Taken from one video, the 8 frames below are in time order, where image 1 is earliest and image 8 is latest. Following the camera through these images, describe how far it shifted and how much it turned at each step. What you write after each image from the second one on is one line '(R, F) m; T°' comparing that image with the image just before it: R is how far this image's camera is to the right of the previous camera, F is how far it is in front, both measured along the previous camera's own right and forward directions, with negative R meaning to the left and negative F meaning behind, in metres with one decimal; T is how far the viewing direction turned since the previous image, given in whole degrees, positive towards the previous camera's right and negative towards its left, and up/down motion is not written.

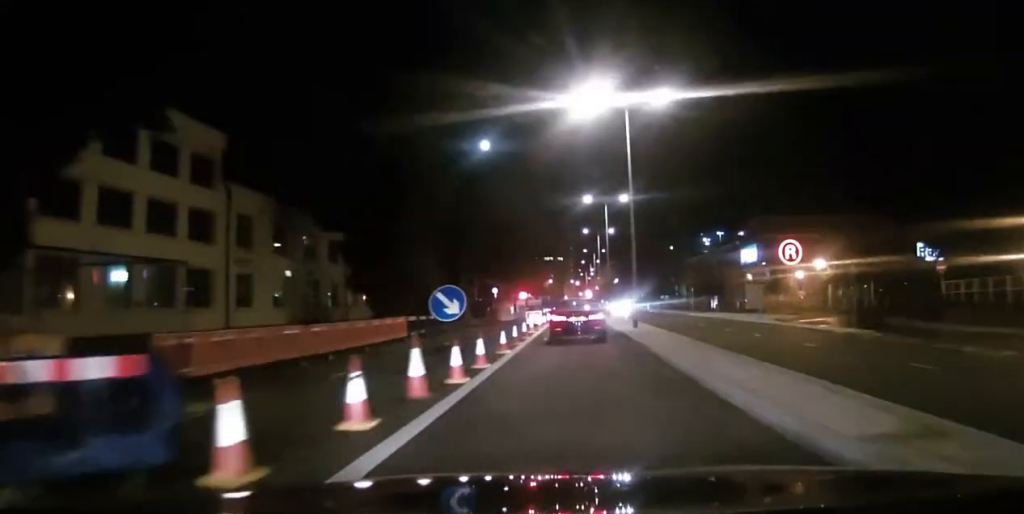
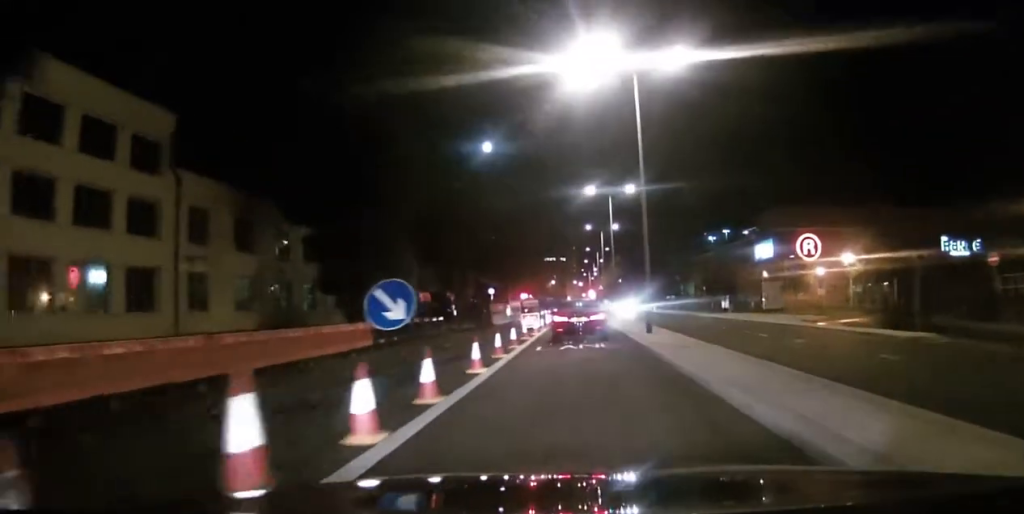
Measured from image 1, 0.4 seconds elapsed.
(0.0, +5.2) m; -1°
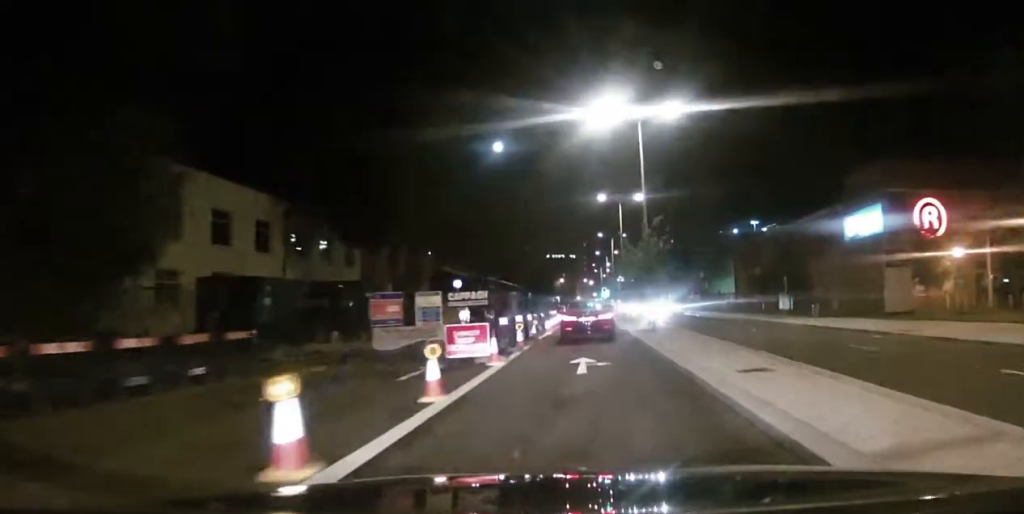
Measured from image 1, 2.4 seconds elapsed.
(-0.6, +23.2) m; 0°
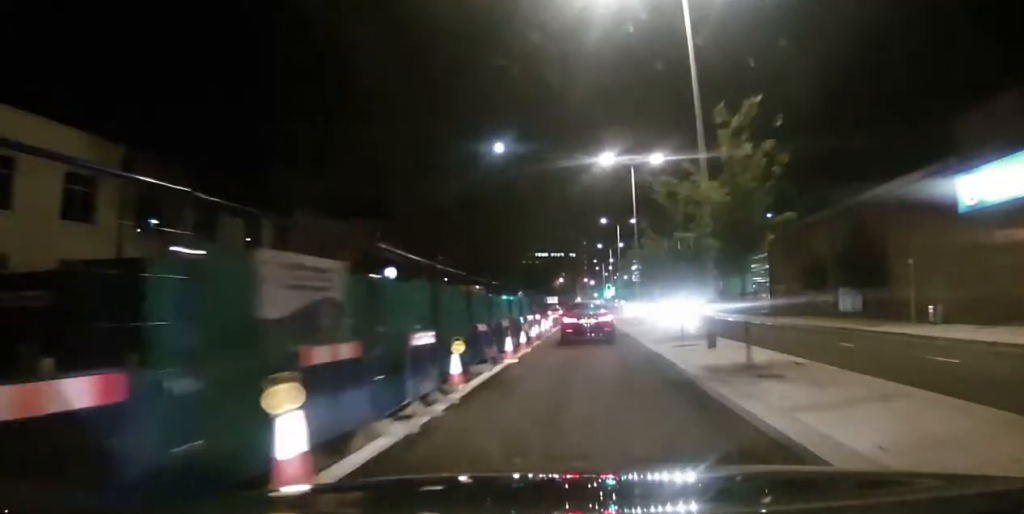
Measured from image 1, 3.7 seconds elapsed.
(+0.4, +16.3) m; +1°
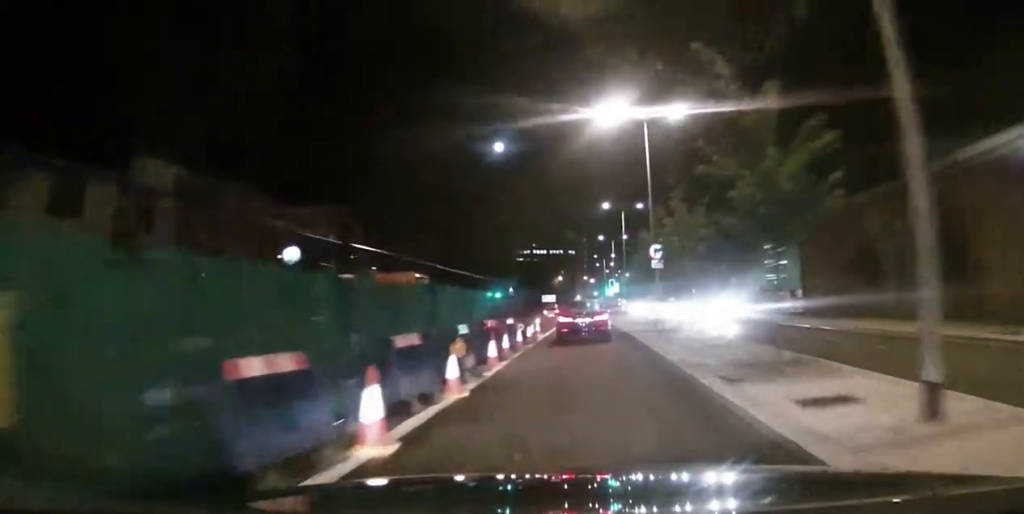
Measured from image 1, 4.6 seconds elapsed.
(0.0, +10.7) m; +1°
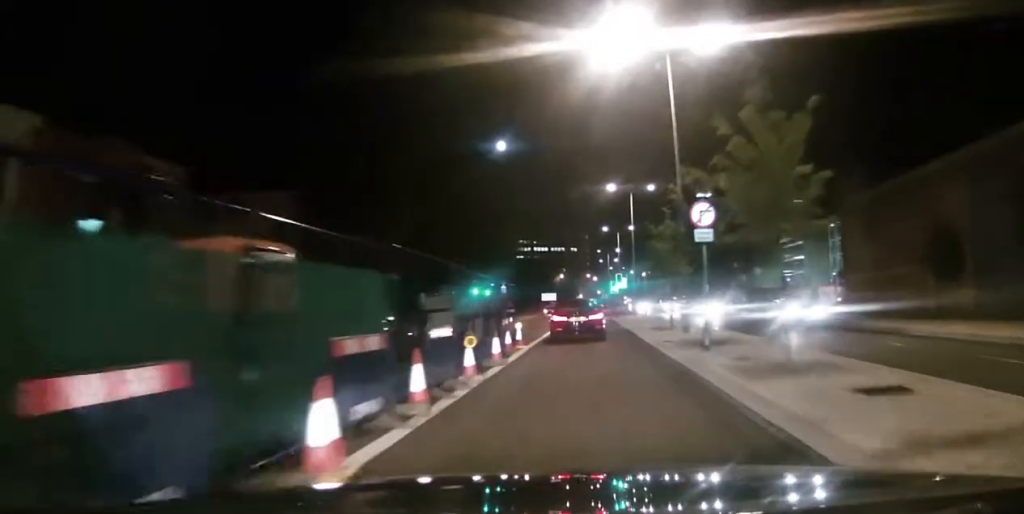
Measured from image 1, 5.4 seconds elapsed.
(+0.1, +9.6) m; 0°
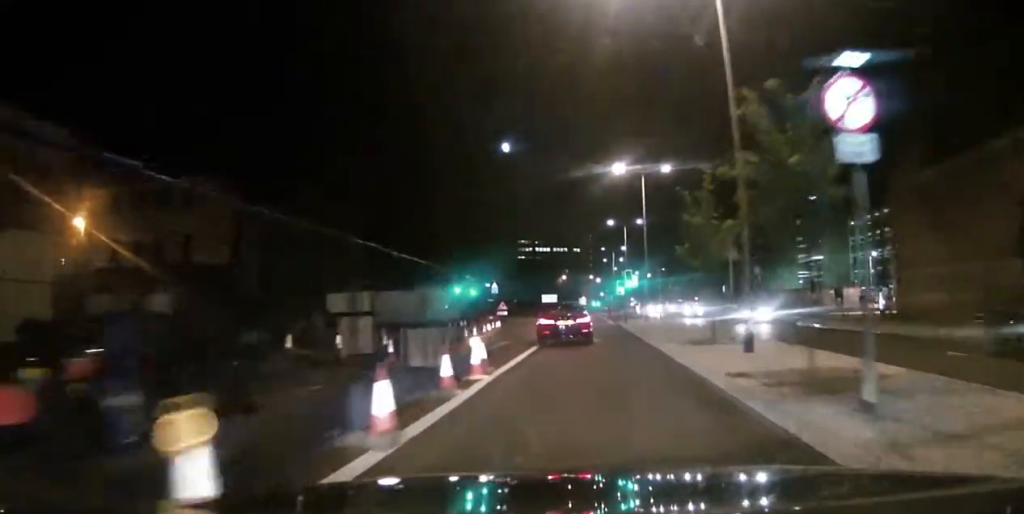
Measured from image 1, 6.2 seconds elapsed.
(0.0, +8.9) m; -1°
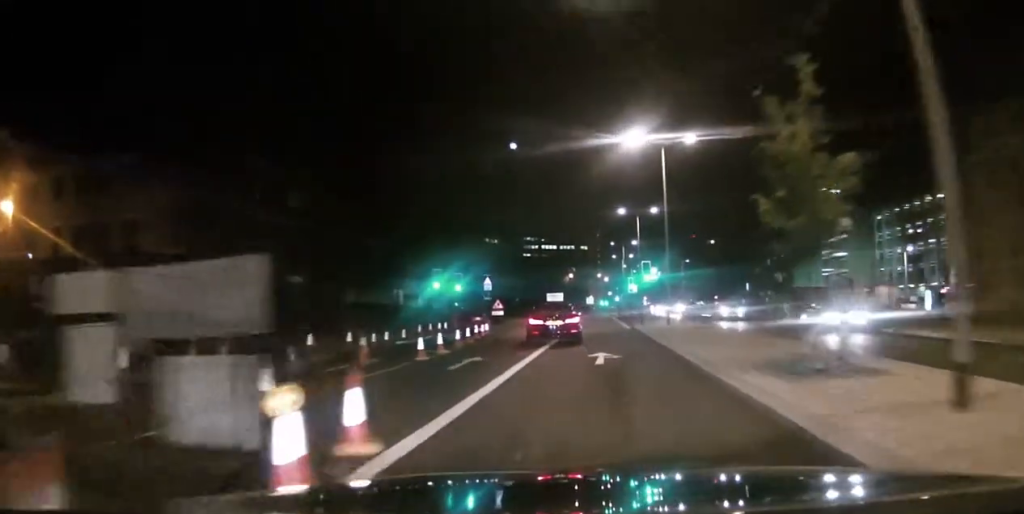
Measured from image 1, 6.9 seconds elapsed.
(0.0, +8.6) m; -2°
